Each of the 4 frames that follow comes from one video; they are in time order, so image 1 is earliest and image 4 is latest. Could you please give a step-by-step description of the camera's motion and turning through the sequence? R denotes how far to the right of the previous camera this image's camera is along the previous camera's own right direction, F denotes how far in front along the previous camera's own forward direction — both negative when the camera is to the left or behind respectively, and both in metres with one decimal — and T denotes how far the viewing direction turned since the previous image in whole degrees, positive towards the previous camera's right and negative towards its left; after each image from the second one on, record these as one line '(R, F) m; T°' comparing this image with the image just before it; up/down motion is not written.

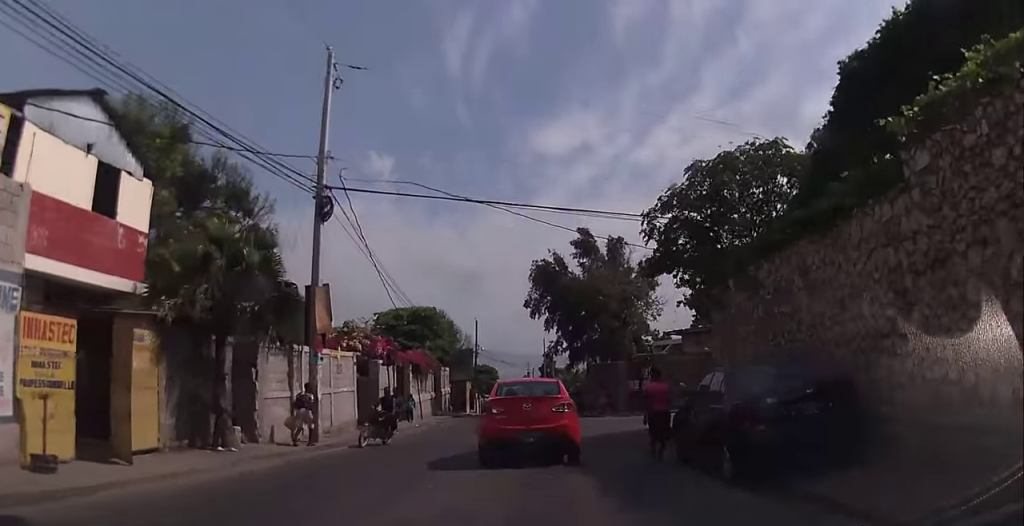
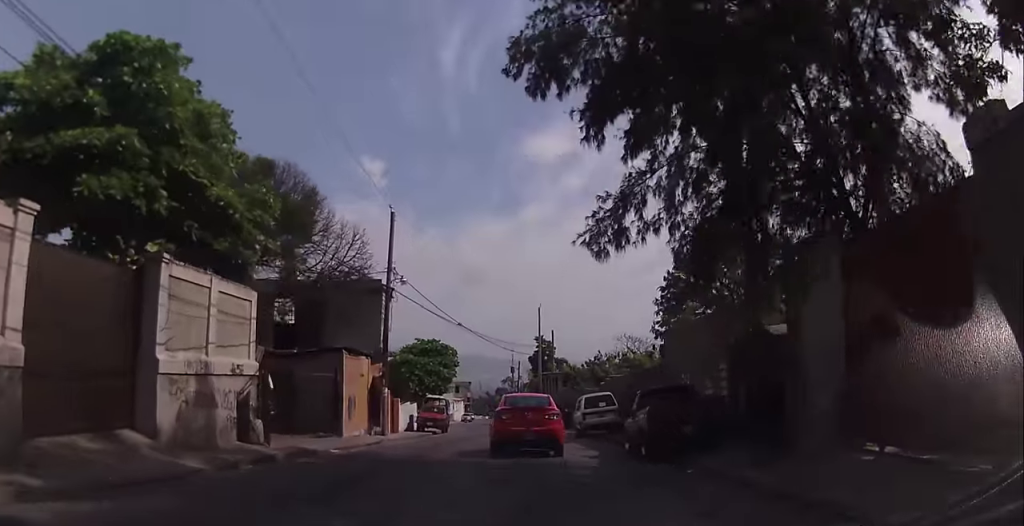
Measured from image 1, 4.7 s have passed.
(+2.7, +38.7) m; +6°
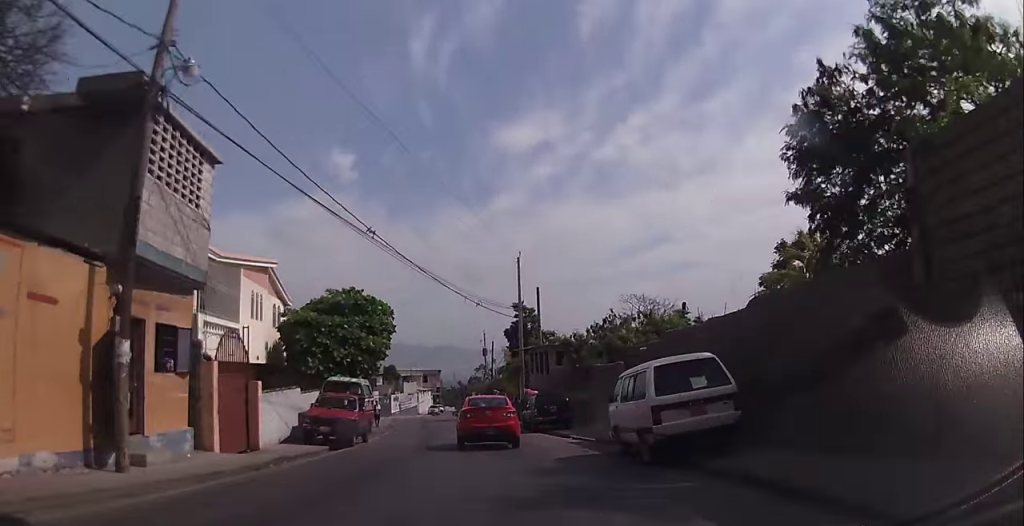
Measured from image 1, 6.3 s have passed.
(-0.1, +16.9) m; -2°
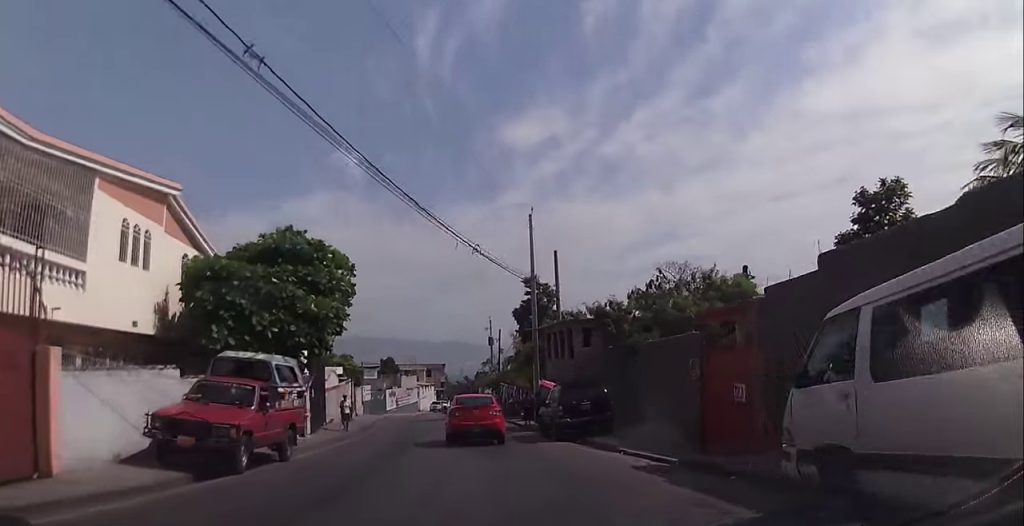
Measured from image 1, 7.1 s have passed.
(-0.1, +9.1) m; 0°
